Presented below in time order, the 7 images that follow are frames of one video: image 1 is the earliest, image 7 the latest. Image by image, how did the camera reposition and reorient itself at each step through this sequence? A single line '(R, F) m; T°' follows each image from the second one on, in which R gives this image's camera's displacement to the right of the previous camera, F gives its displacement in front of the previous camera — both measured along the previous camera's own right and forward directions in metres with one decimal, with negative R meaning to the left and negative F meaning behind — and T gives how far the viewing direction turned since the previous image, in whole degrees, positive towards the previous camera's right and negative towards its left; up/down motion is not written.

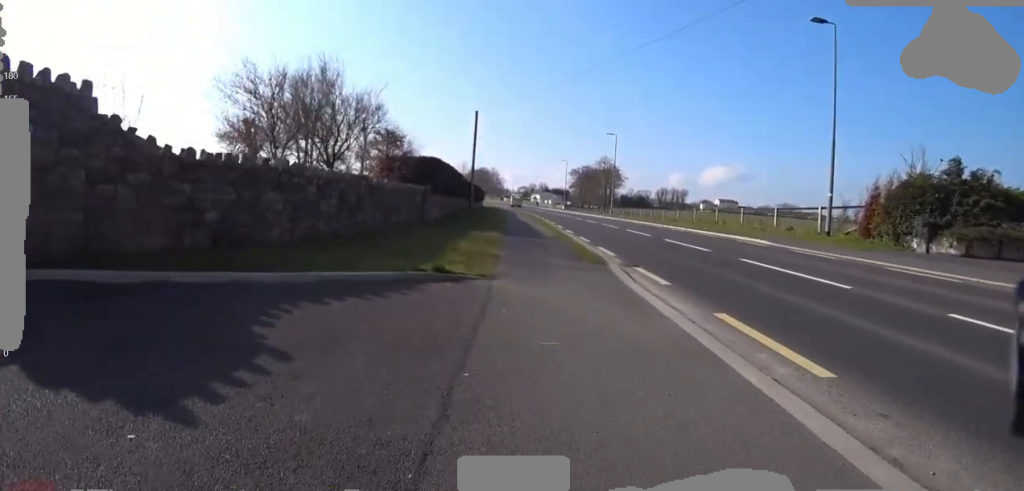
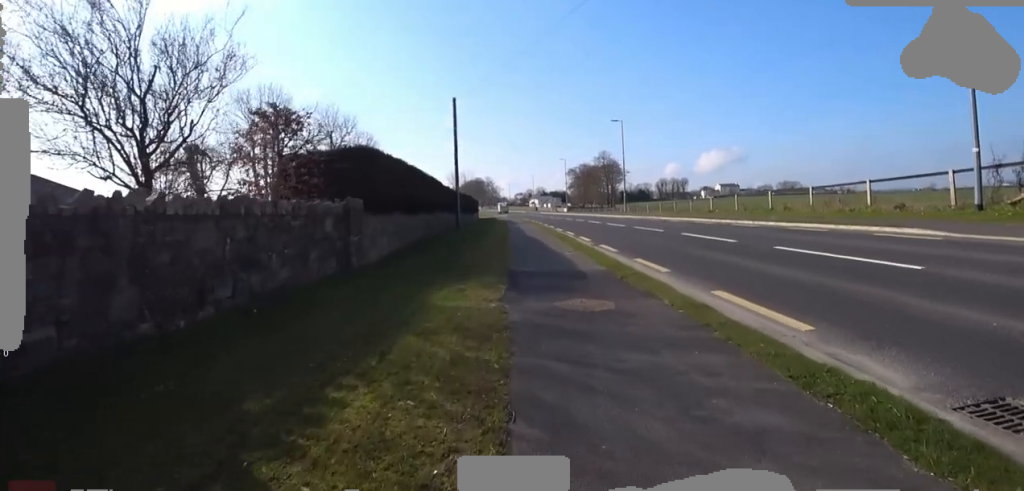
(+0.2, +7.1) m; 0°
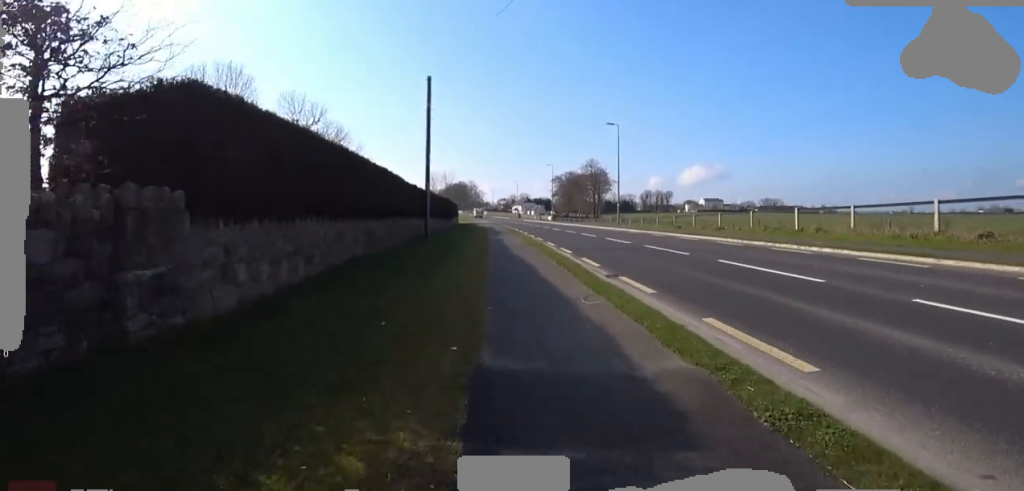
(-0.2, +4.5) m; +1°
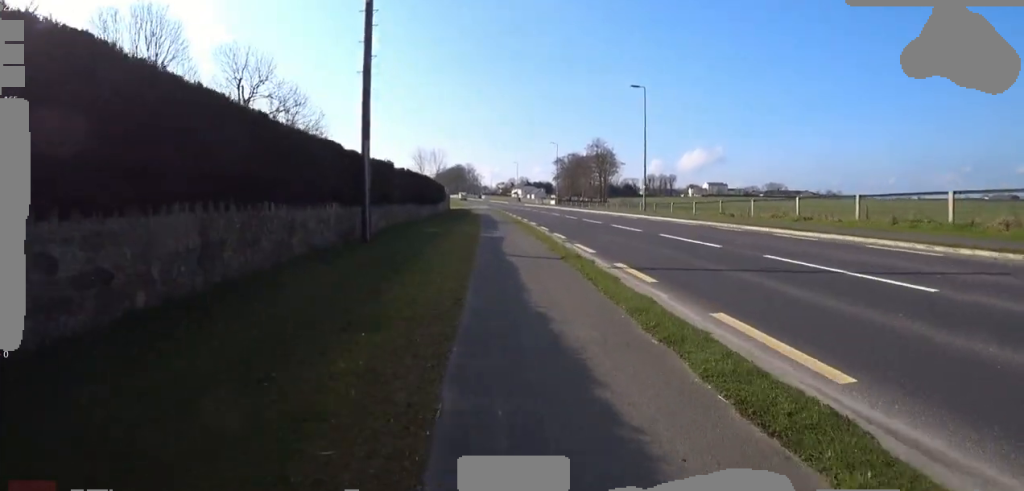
(+0.6, +8.4) m; -1°
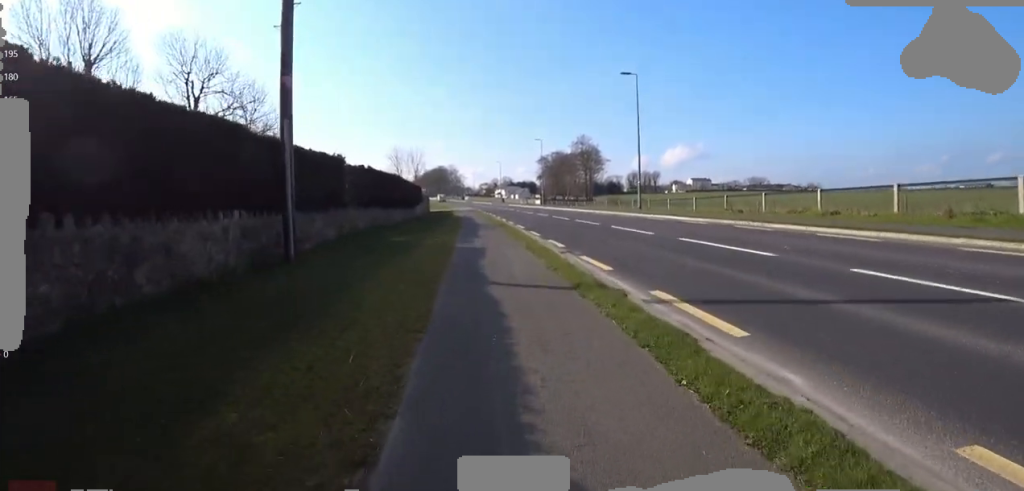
(-0.3, +3.2) m; 0°
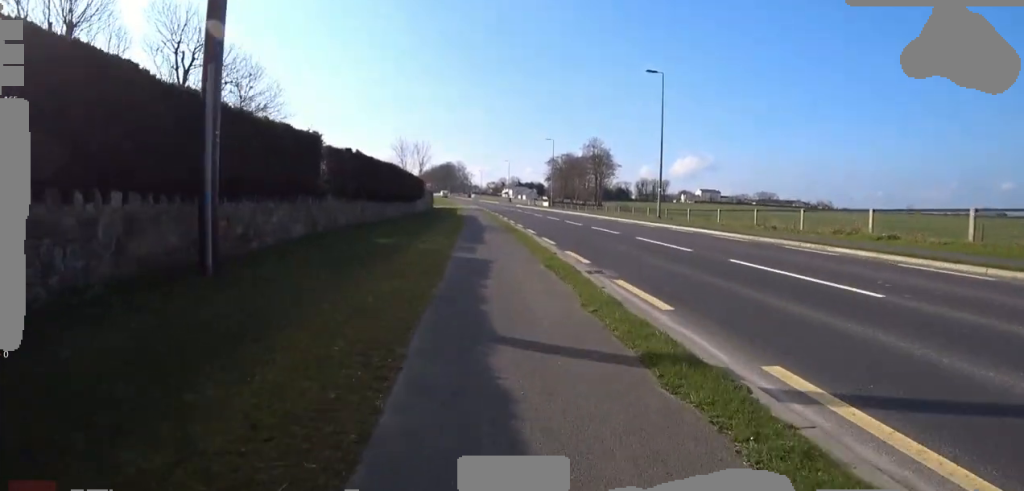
(0.0, +2.4) m; 0°
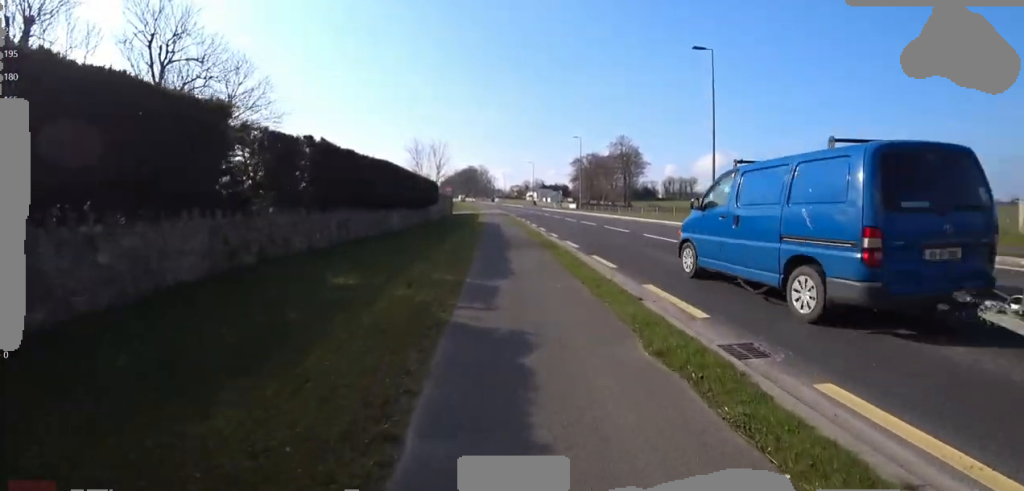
(+0.3, +4.2) m; 0°
